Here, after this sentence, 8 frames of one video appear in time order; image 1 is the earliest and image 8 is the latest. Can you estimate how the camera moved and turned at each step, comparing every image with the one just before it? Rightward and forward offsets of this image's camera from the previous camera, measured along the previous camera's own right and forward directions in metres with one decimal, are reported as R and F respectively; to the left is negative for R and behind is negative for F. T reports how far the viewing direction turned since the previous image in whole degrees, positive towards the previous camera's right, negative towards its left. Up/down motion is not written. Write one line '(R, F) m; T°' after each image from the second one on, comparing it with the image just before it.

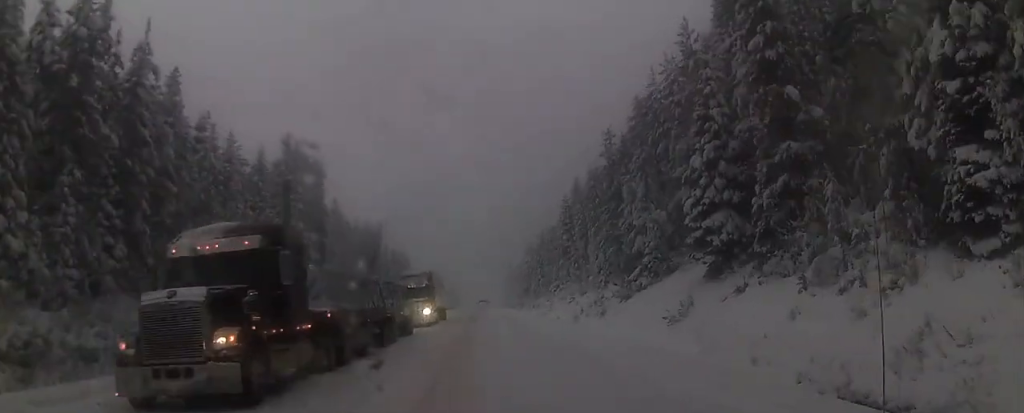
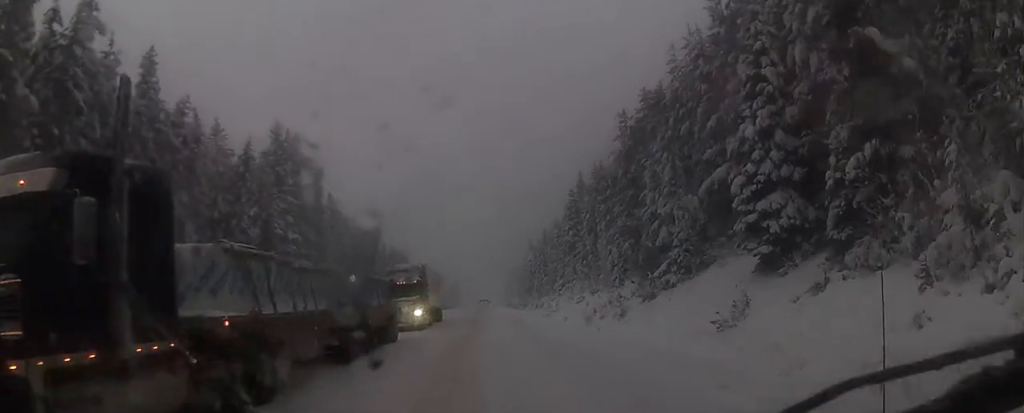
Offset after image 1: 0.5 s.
(0.0, +6.4) m; 0°
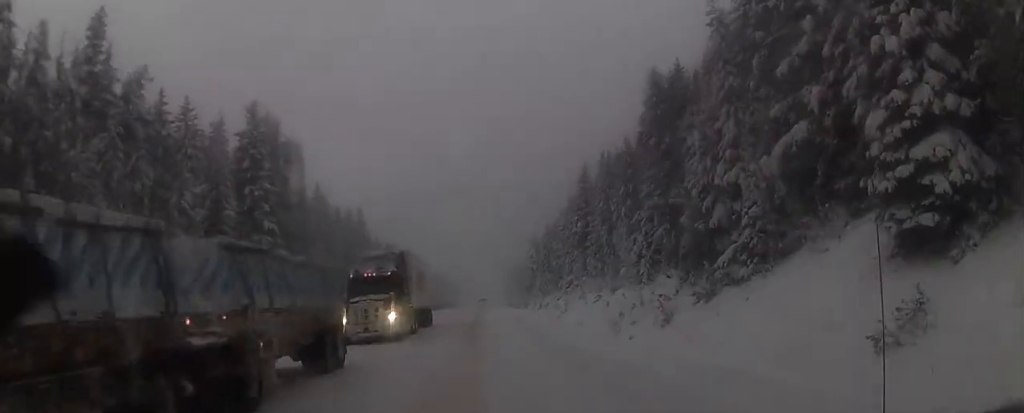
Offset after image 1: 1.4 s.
(+0.3, +10.3) m; -1°
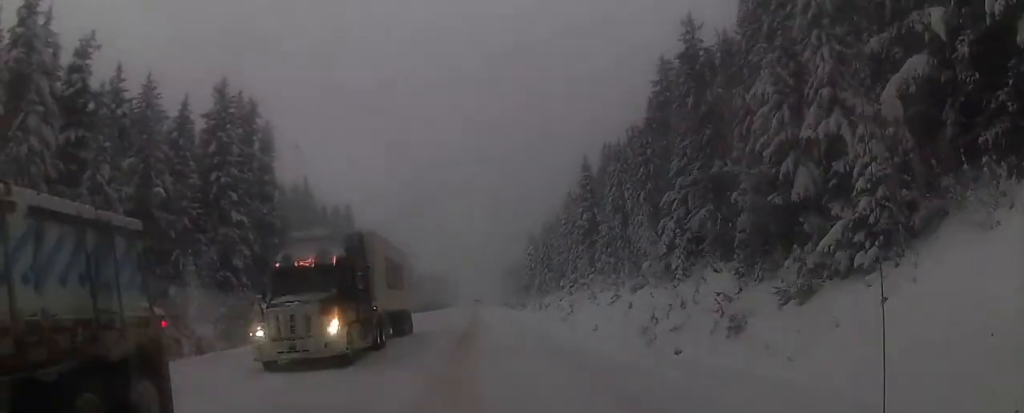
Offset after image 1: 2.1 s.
(-0.4, +9.5) m; -1°
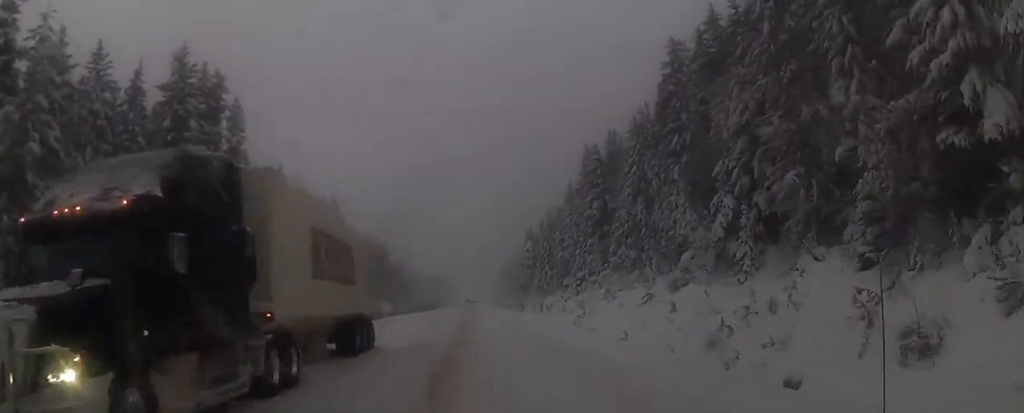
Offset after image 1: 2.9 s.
(+0.1, +10.9) m; 0°
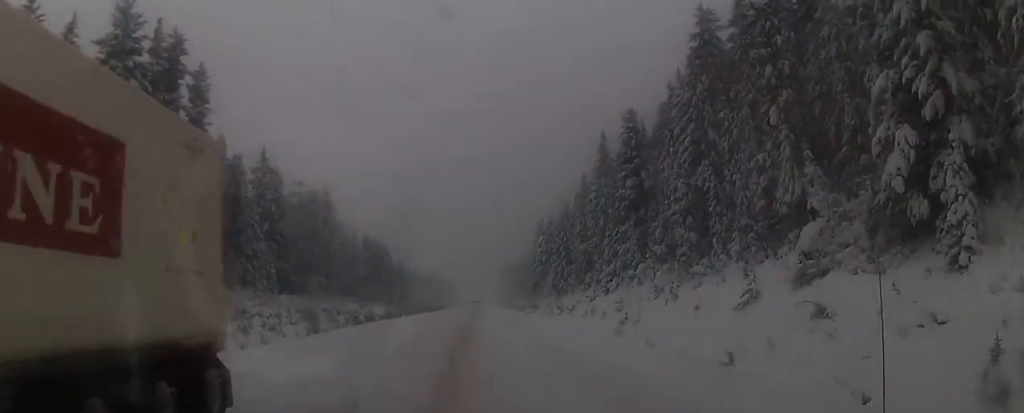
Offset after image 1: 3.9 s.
(+0.1, +14.2) m; +1°
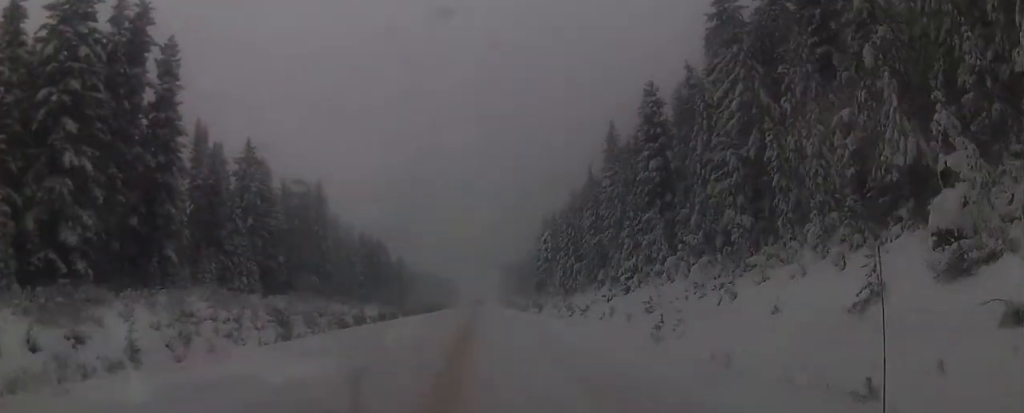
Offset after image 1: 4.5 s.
(-0.1, +8.3) m; +1°
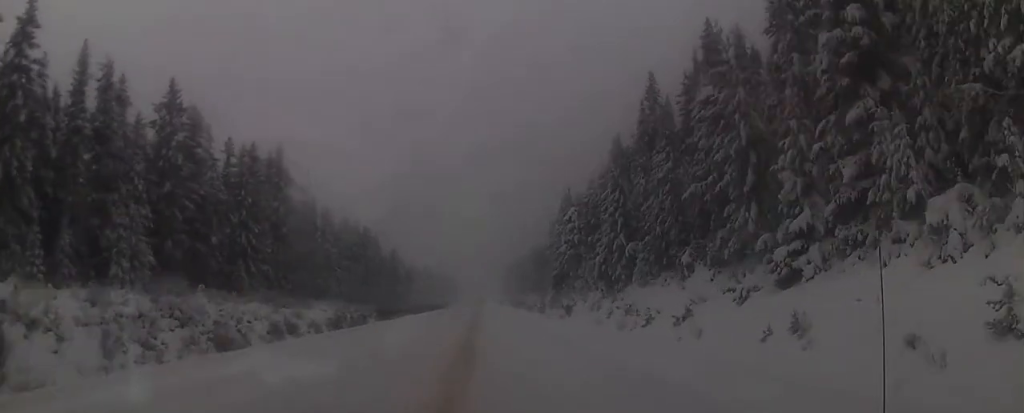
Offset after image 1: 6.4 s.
(-0.6, +30.0) m; -2°
